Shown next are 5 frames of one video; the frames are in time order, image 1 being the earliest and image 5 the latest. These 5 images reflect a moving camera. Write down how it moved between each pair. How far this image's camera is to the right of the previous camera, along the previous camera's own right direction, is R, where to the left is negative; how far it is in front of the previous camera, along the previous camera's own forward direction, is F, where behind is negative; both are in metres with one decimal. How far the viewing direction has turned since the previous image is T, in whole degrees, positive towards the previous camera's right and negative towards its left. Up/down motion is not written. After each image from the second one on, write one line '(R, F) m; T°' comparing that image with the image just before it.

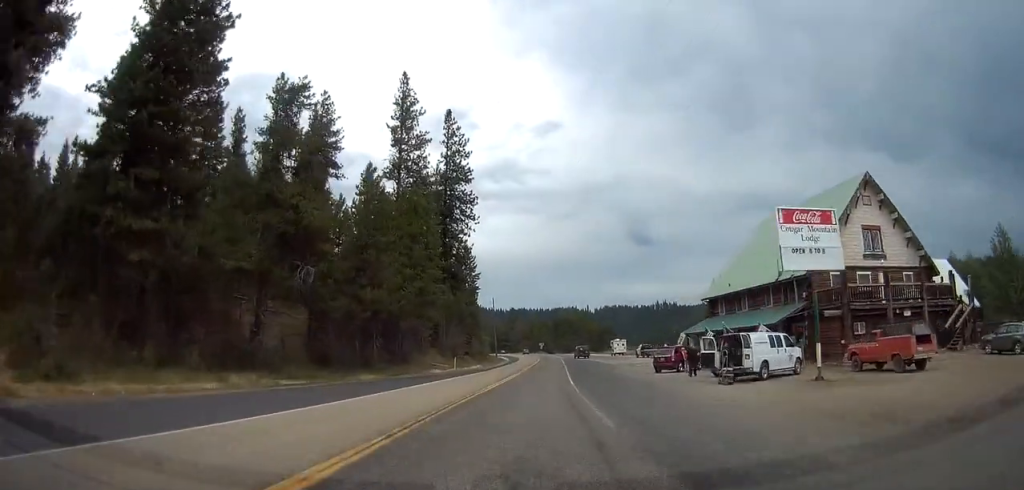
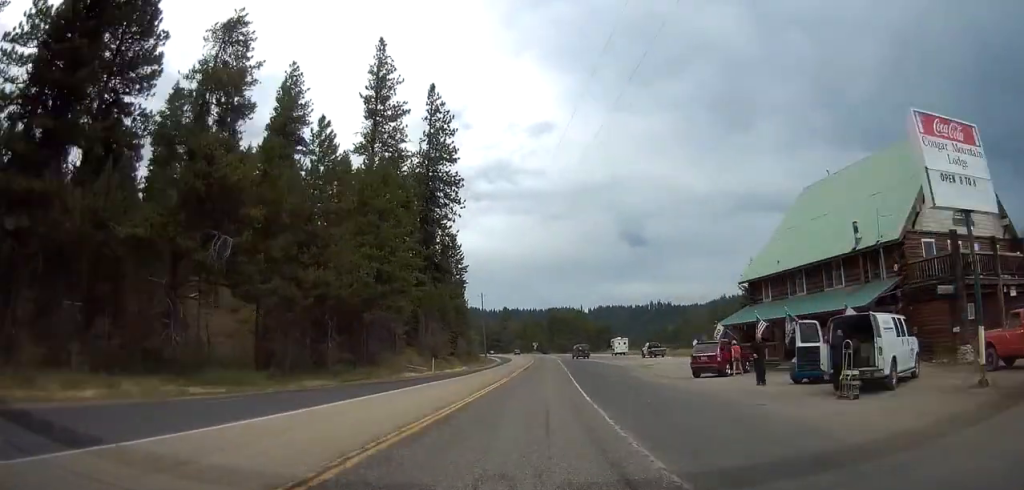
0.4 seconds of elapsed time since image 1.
(+0.1, +10.4) m; +1°
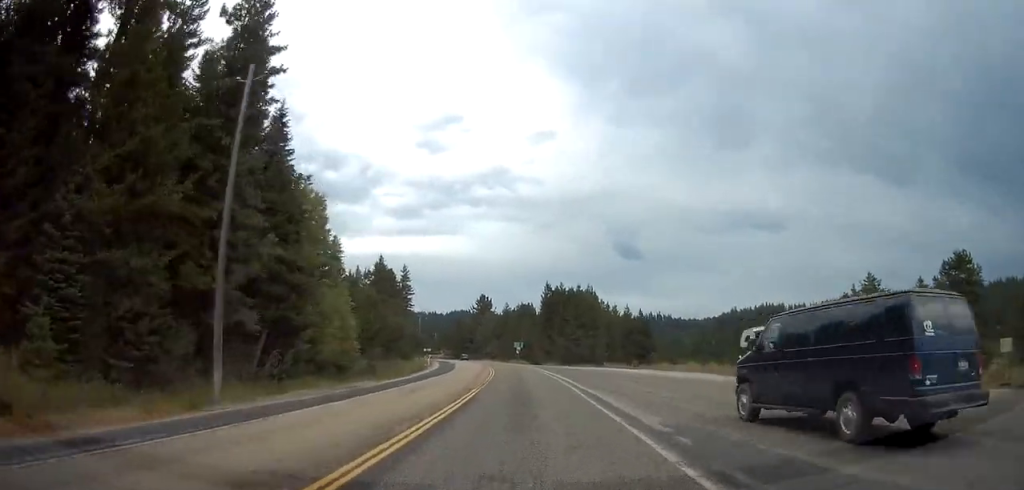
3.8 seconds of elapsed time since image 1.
(+0.6, +79.3) m; 0°
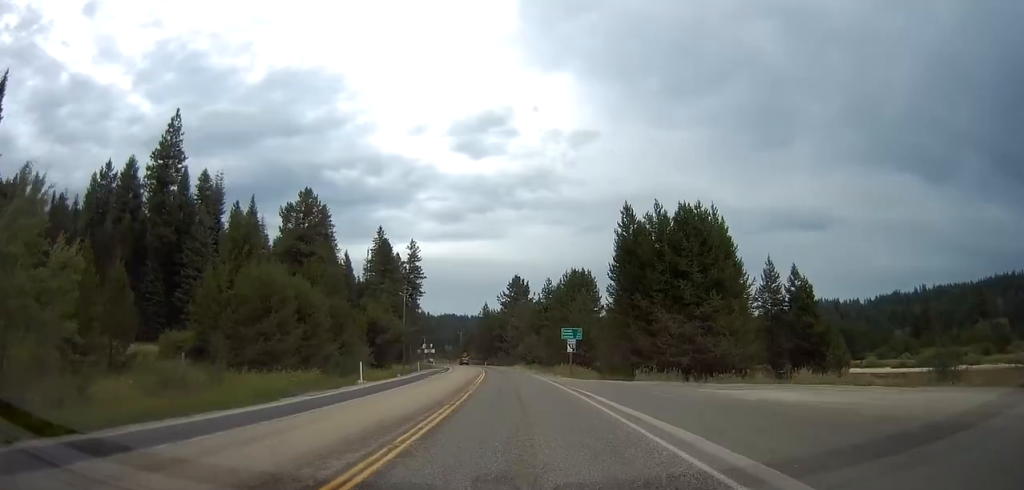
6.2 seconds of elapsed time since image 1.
(-1.3, +53.1) m; -3°
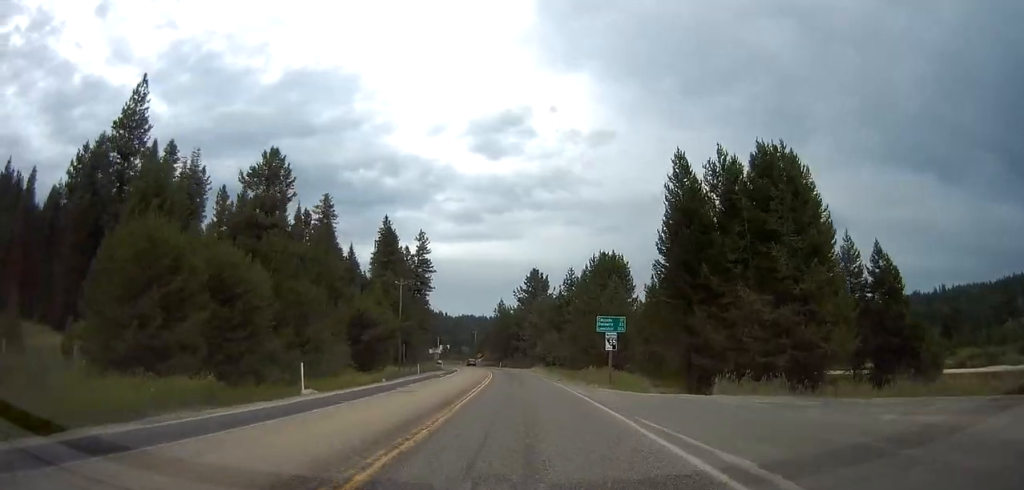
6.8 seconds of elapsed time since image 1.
(-0.3, +13.2) m; -2°
